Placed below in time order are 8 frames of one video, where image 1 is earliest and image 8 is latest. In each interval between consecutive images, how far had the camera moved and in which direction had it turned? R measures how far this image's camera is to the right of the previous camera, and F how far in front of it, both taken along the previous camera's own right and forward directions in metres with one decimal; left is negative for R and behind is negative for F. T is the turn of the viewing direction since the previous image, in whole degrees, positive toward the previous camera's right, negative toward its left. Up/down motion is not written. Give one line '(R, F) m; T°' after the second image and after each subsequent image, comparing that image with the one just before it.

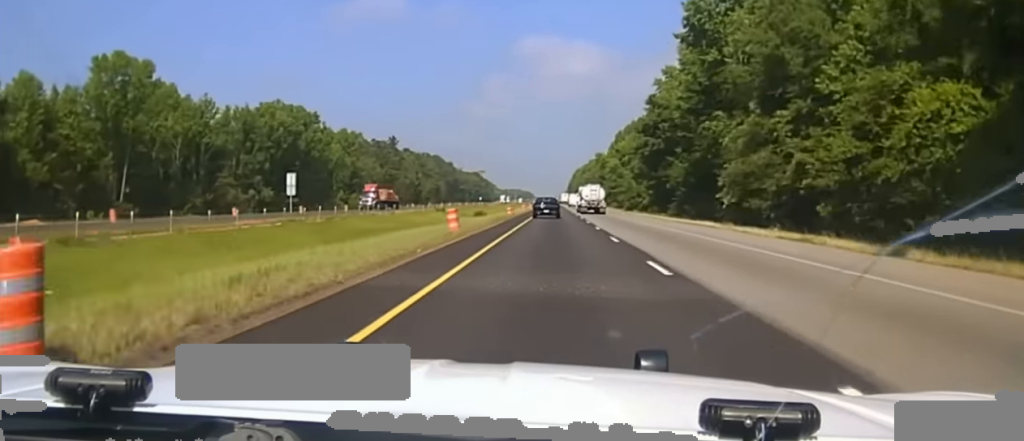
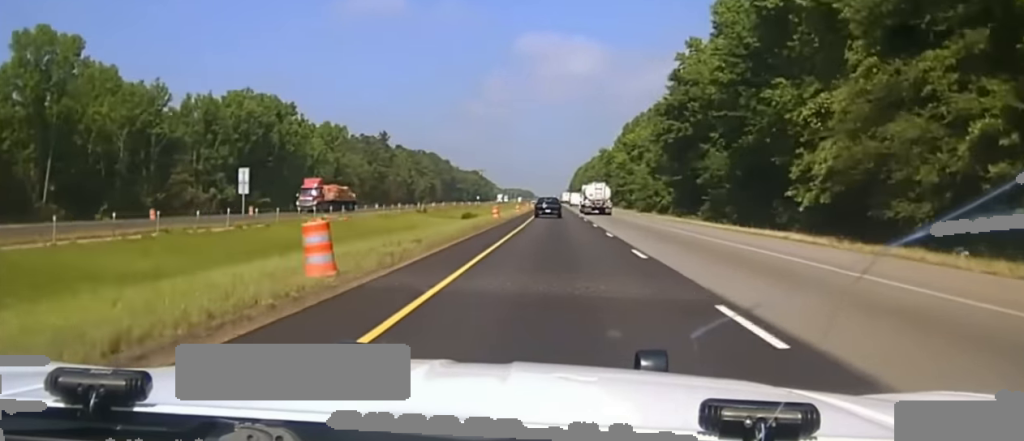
(+0.1, +20.7) m; 0°
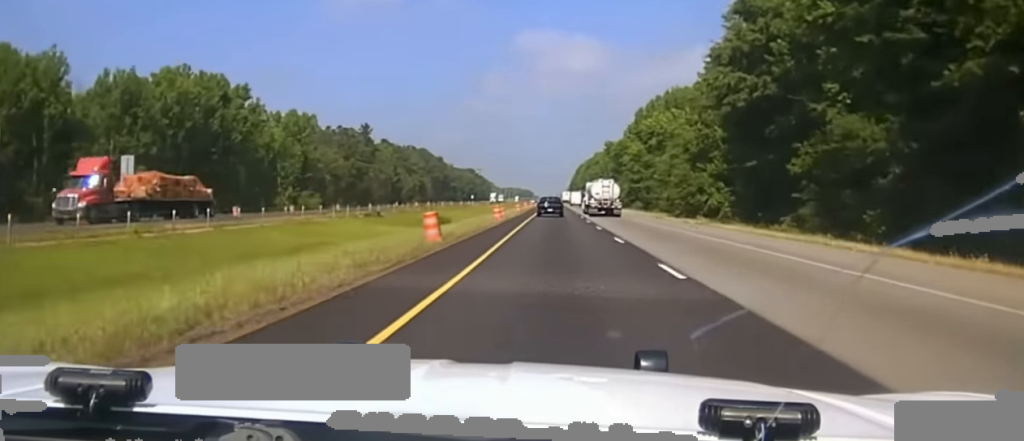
(+0.1, +26.8) m; 0°
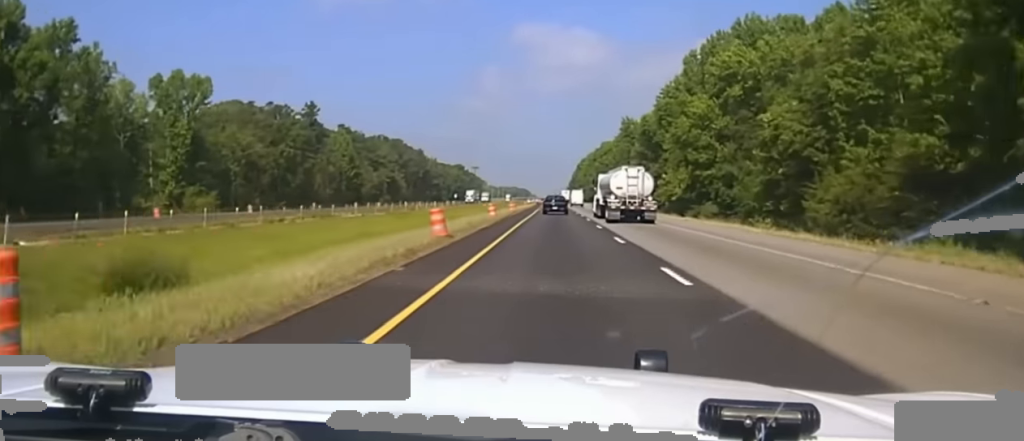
(0.0, +48.7) m; 0°
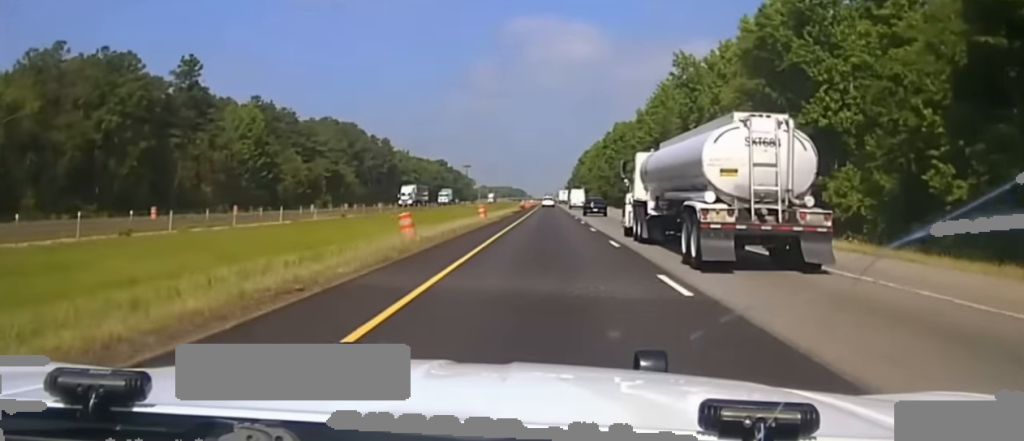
(-0.2, +56.3) m; -1°
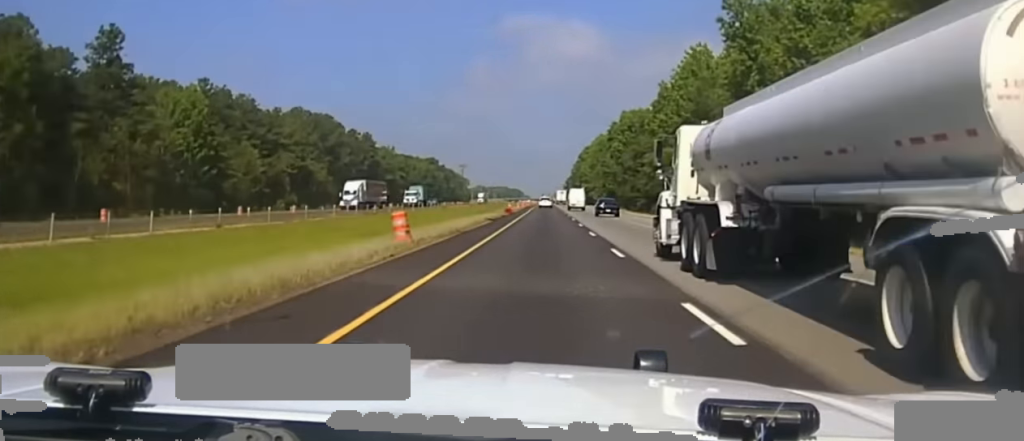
(-0.1, +27.4) m; 0°
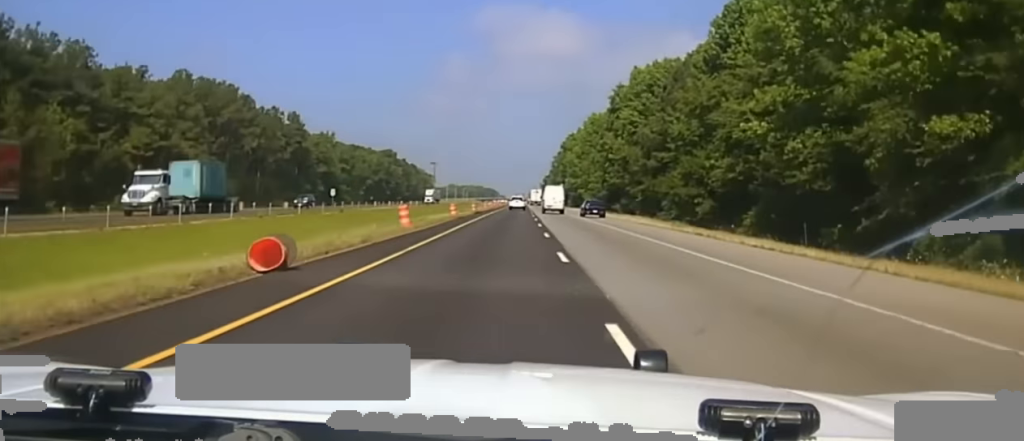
(+0.5, +66.6) m; +1°
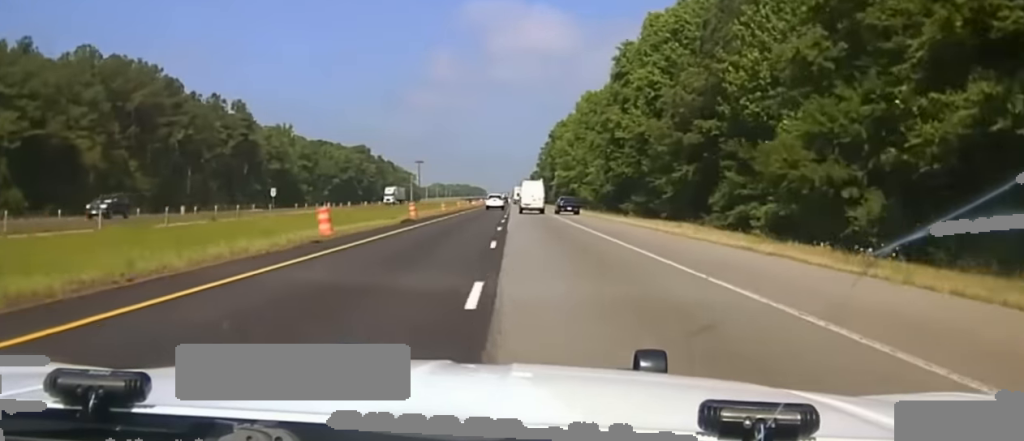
(+0.3, +39.9) m; +1°
